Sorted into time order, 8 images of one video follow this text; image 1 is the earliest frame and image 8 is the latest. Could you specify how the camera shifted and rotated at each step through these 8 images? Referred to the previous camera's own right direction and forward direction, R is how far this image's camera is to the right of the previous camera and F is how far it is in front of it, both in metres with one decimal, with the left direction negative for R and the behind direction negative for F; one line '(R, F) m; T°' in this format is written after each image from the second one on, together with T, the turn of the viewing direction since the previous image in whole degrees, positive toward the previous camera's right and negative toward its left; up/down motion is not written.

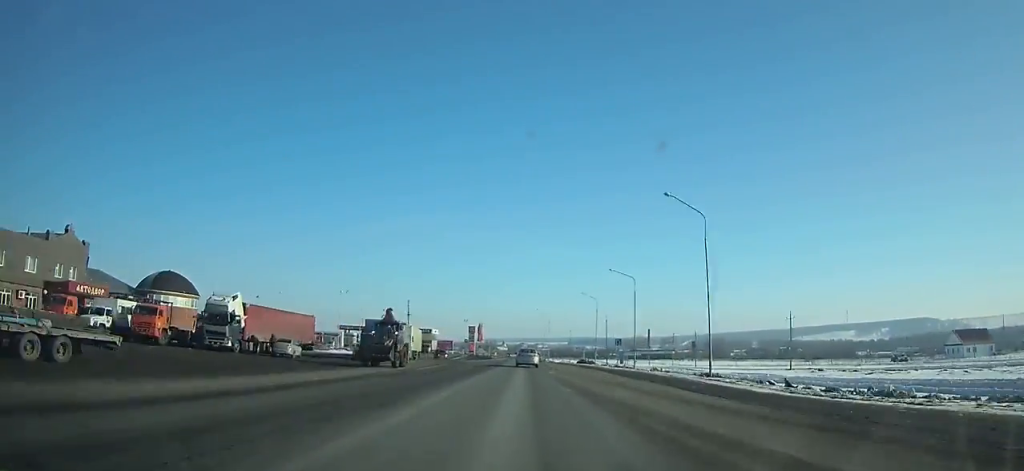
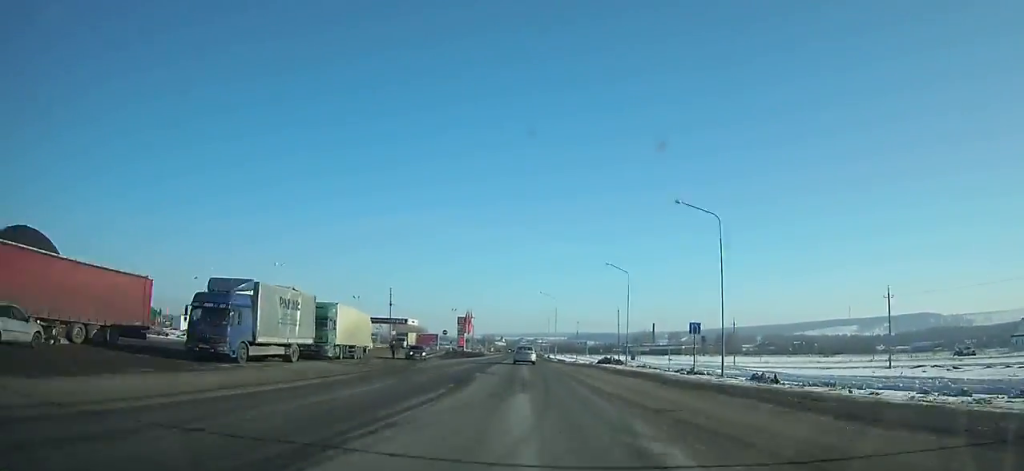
(0.0, +27.9) m; 0°
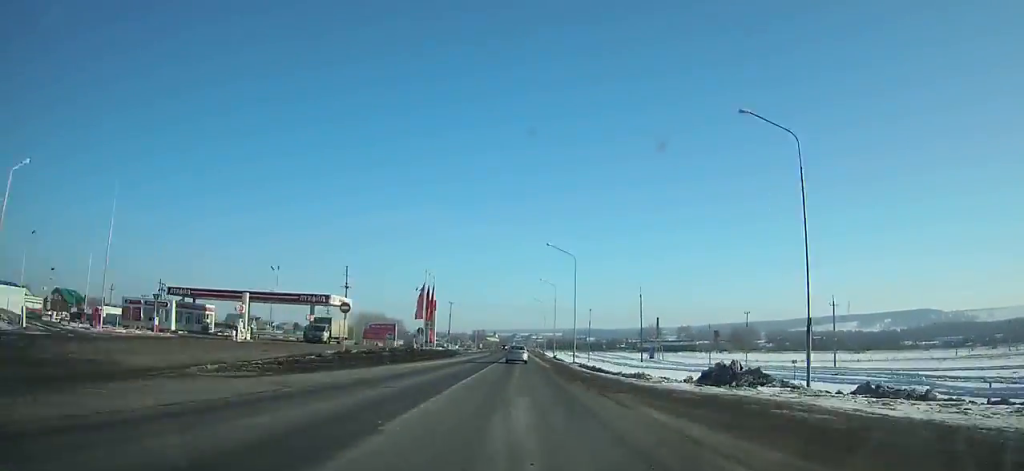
(+0.2, +42.9) m; 0°
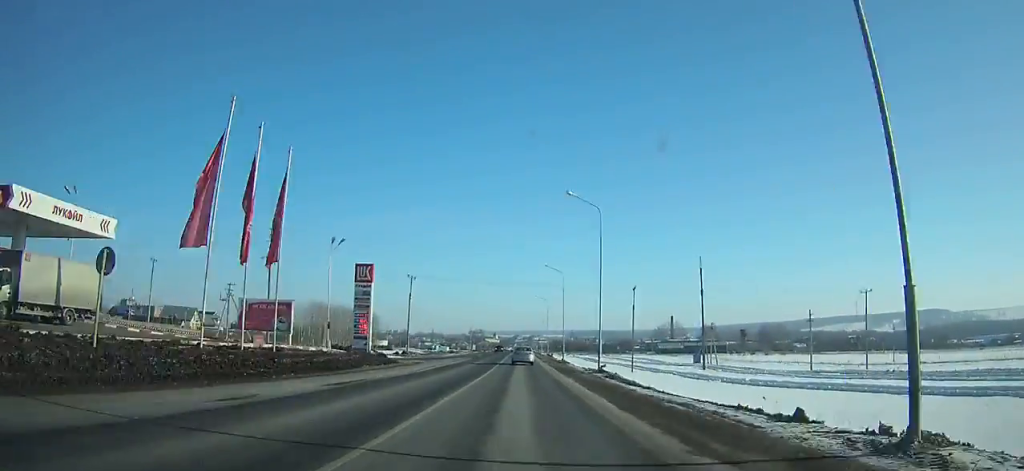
(-0.1, +46.5) m; 0°
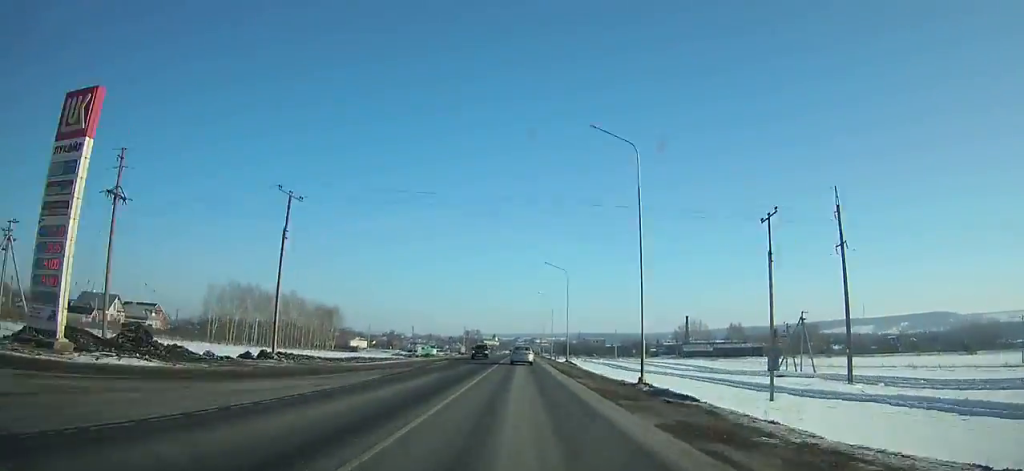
(-0.1, +42.5) m; 0°
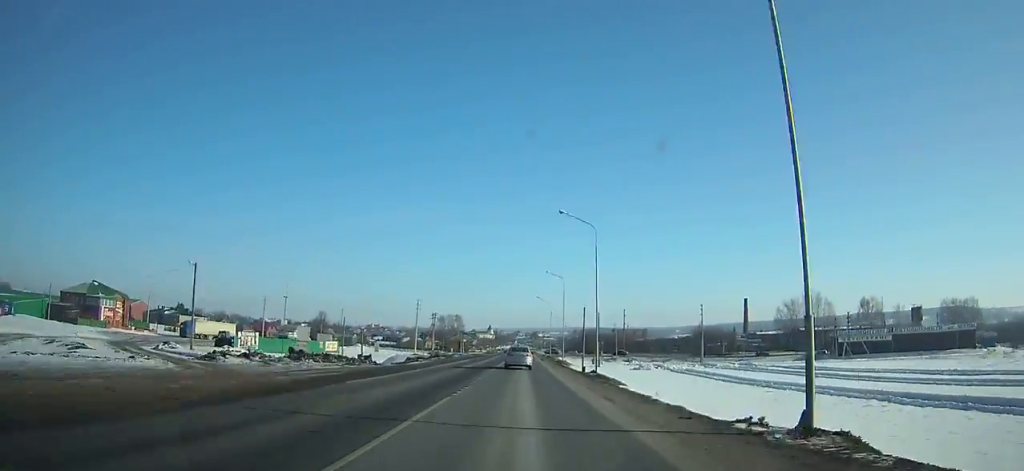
(0.0, +124.3) m; 0°
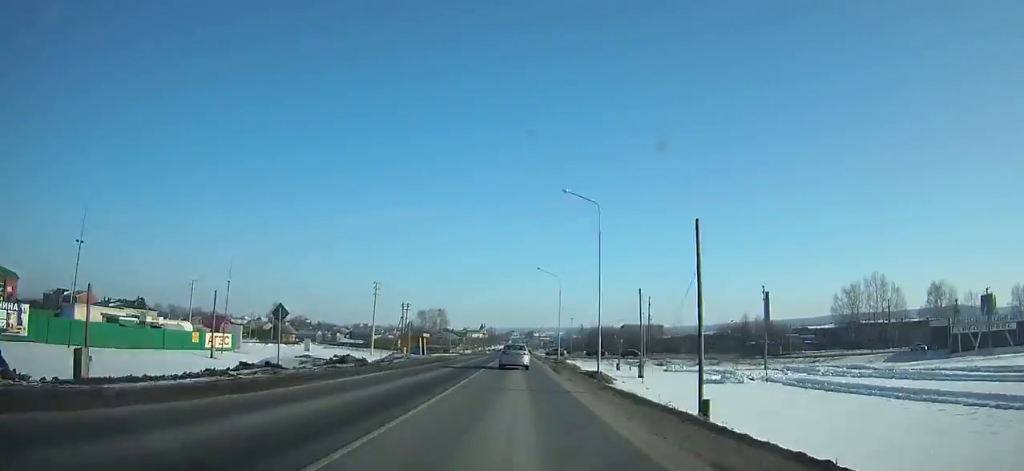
(+0.3, +37.9) m; 0°
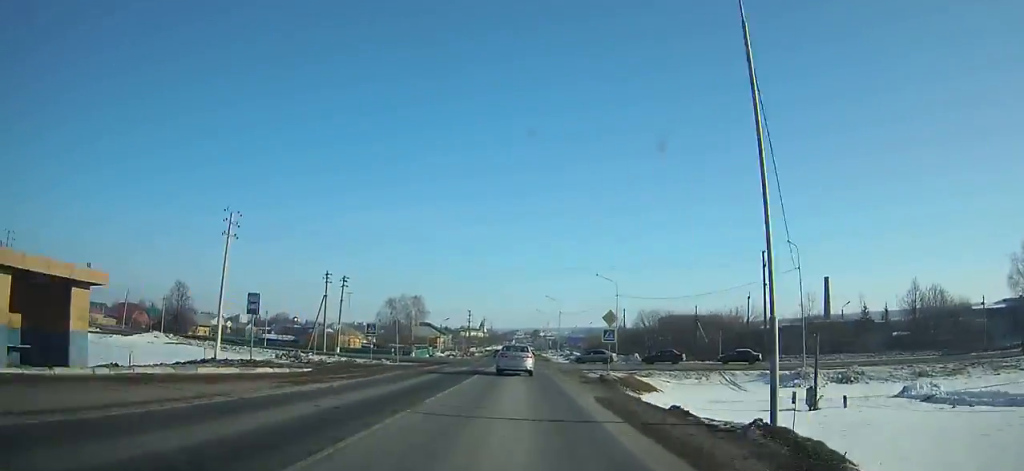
(+0.1, +58.9) m; 0°
